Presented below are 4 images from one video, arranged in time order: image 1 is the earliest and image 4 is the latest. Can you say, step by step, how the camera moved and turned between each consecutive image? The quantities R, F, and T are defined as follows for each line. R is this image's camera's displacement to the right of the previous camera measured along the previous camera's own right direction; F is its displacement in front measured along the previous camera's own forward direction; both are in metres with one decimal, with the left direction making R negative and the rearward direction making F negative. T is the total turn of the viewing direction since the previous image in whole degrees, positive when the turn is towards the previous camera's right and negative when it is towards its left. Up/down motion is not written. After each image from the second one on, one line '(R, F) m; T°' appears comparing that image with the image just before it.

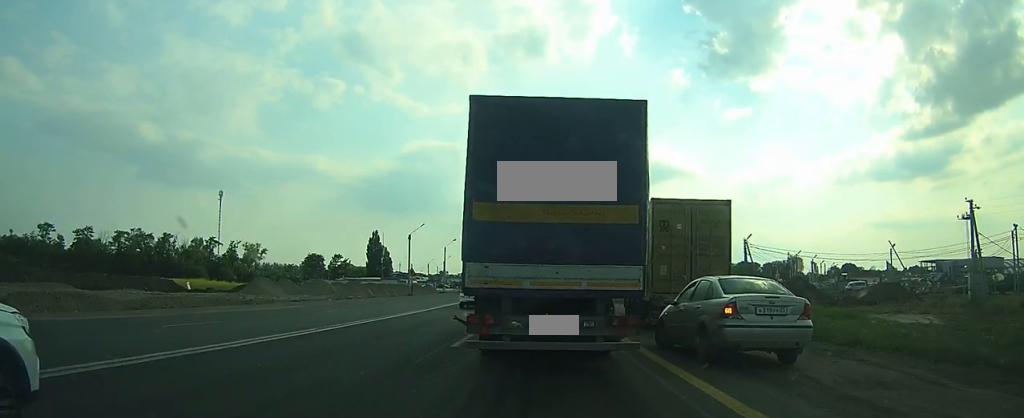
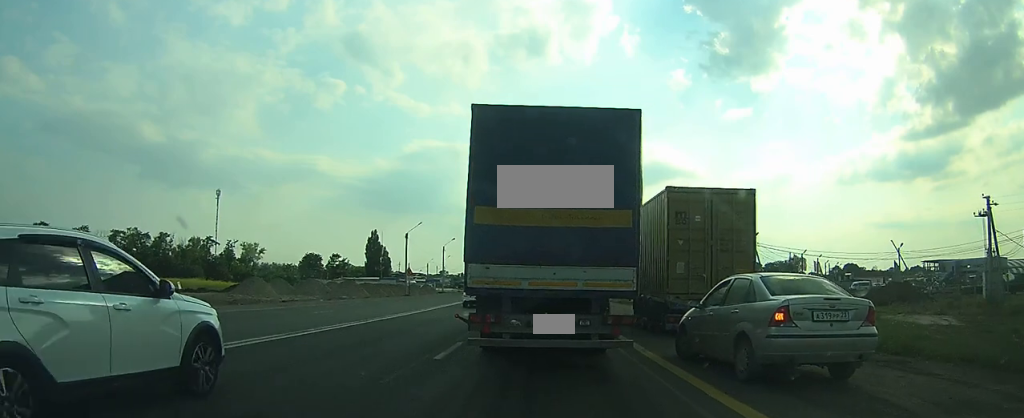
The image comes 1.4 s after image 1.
(-0.2, +1.7) m; 0°
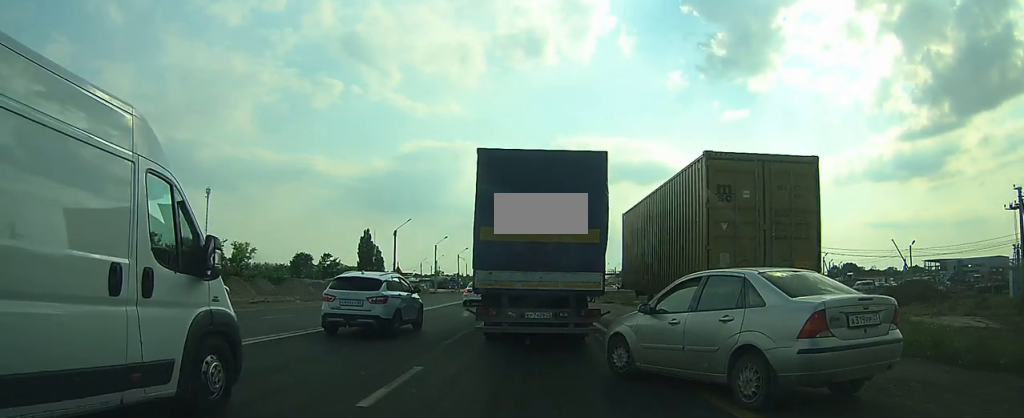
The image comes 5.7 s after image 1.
(-0.3, +4.3) m; 0°
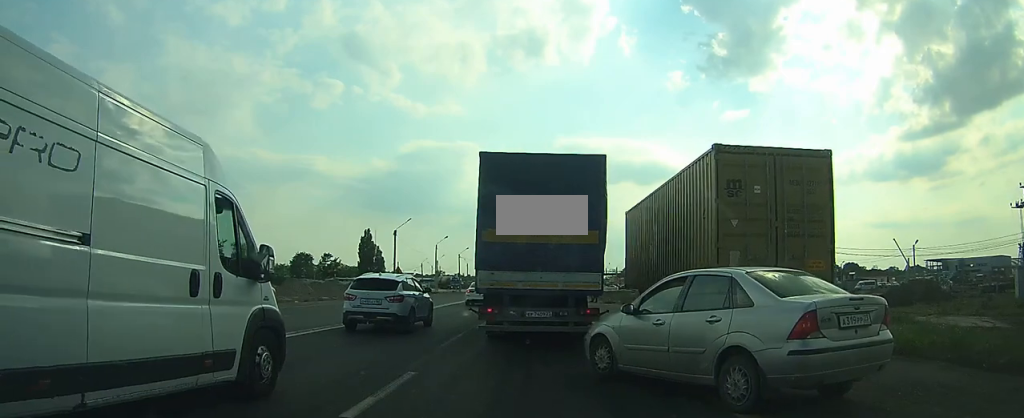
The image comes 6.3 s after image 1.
(0.0, +0.5) m; 0°
